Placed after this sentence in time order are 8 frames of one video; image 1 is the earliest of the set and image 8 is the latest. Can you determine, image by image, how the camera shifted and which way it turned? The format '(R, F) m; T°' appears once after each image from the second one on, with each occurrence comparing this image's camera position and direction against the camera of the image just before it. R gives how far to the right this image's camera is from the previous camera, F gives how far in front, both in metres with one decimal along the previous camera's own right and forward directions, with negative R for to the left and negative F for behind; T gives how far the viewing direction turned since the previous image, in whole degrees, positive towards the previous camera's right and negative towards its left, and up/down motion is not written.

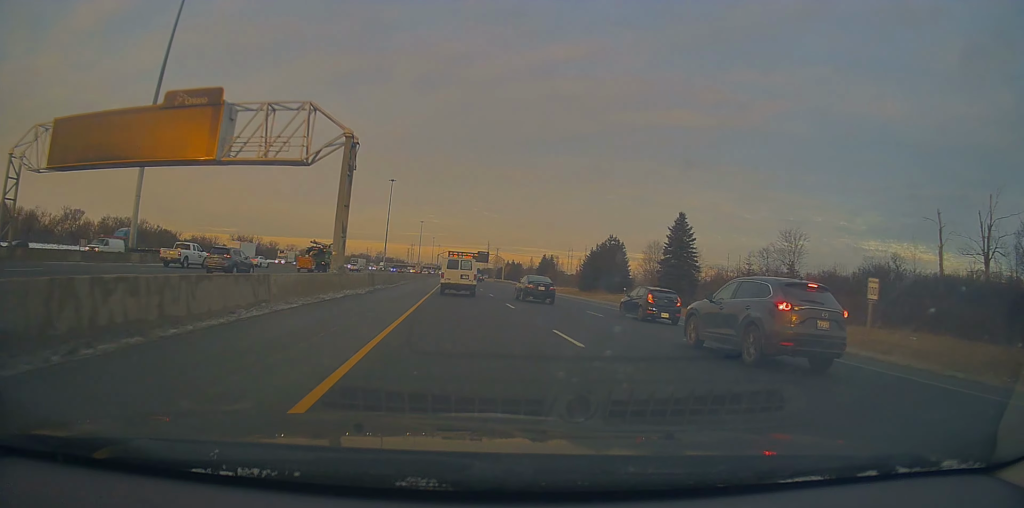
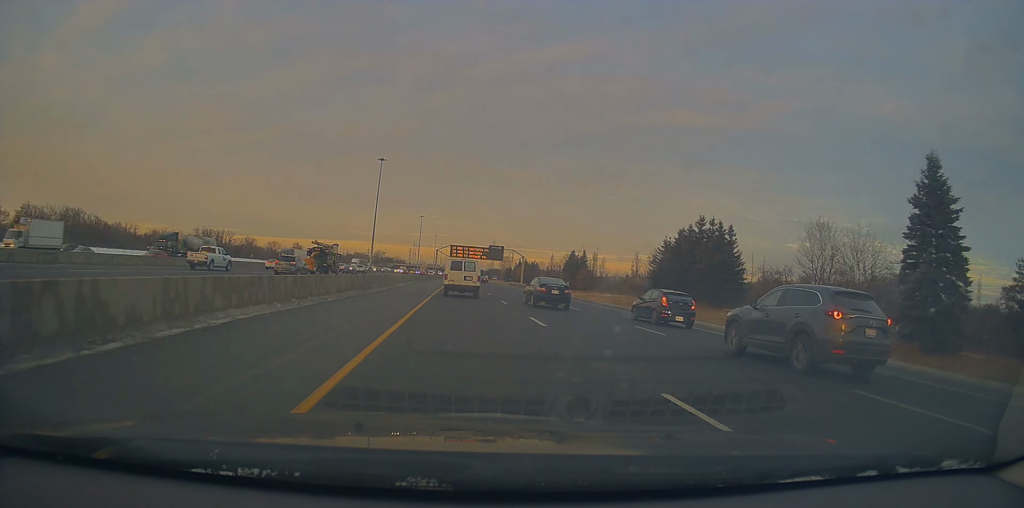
(+0.4, +43.5) m; +1°
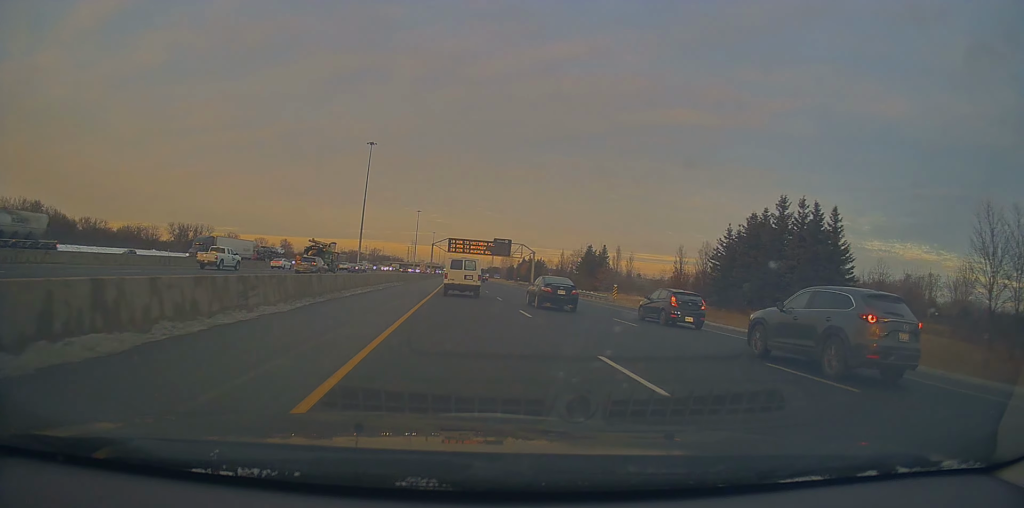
(+0.1, +20.7) m; 0°
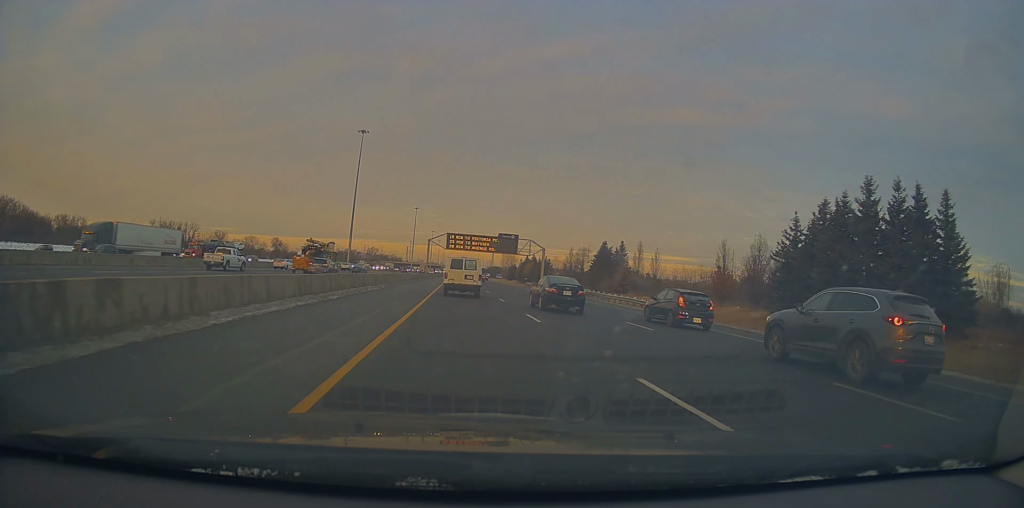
(-0.2, +13.9) m; 0°
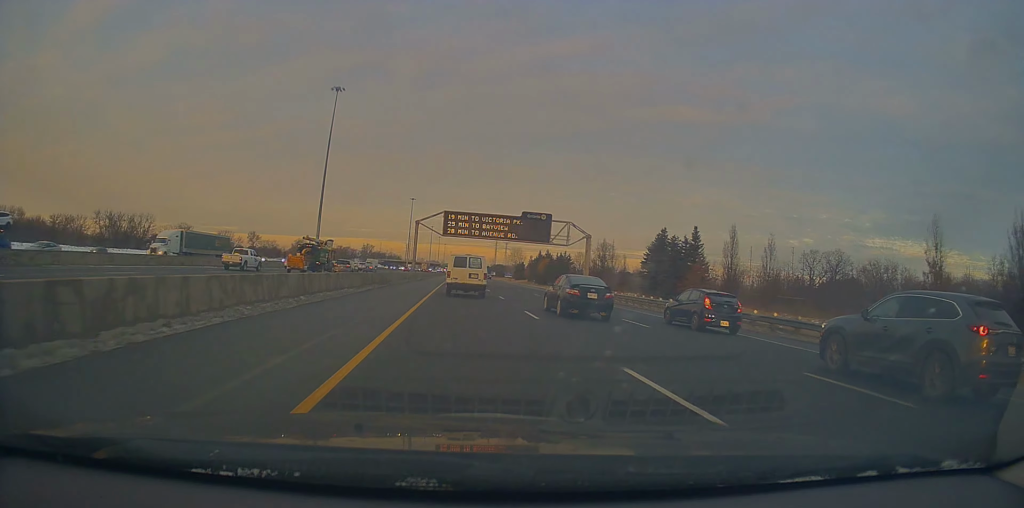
(+0.4, +35.1) m; 0°
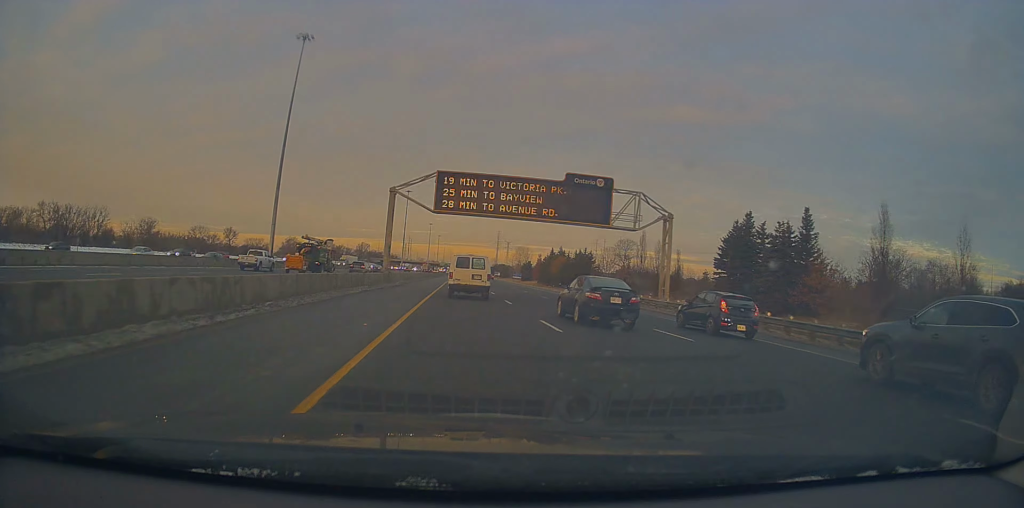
(-0.5, +28.0) m; -1°
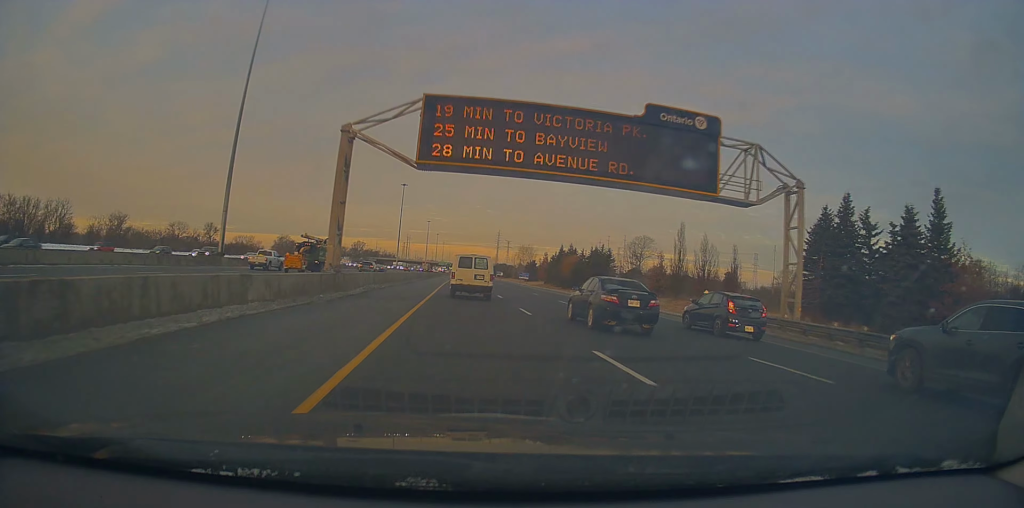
(-0.1, +18.7) m; 0°
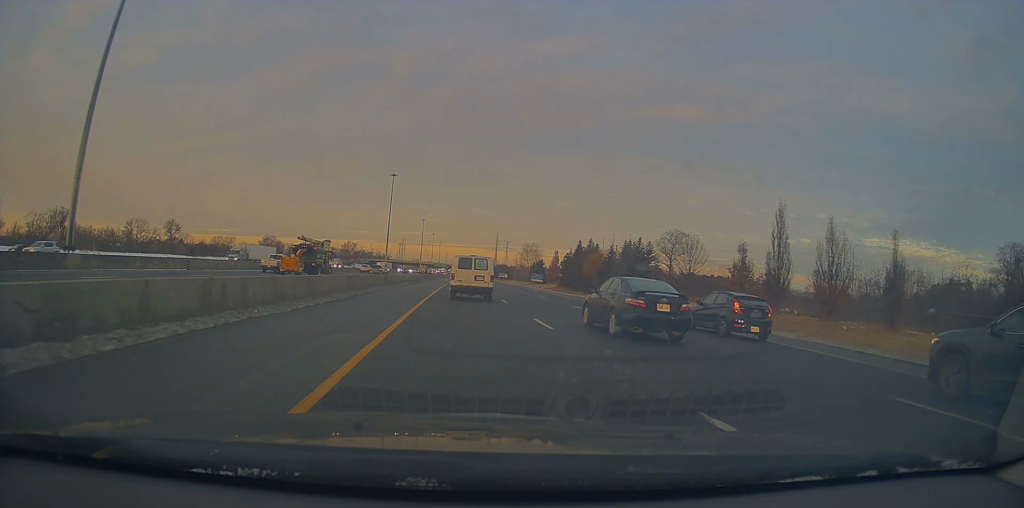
(+0.2, +29.1) m; +1°
